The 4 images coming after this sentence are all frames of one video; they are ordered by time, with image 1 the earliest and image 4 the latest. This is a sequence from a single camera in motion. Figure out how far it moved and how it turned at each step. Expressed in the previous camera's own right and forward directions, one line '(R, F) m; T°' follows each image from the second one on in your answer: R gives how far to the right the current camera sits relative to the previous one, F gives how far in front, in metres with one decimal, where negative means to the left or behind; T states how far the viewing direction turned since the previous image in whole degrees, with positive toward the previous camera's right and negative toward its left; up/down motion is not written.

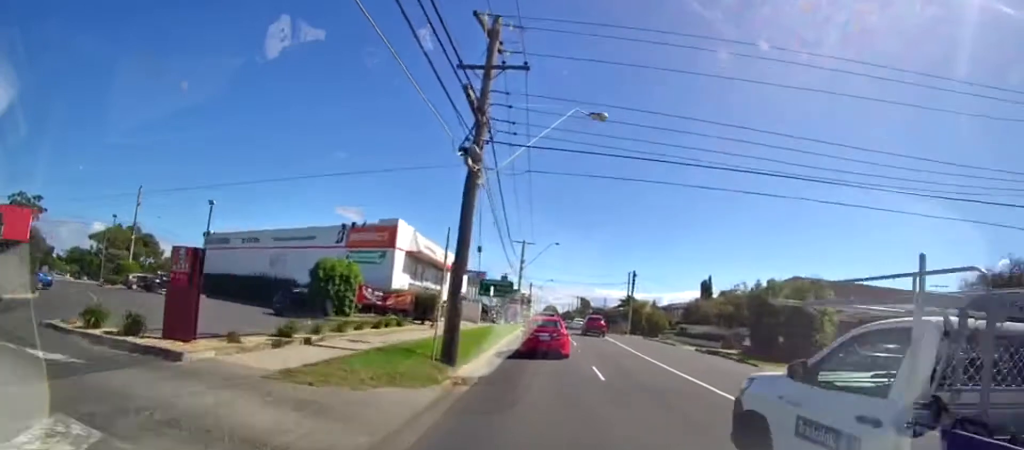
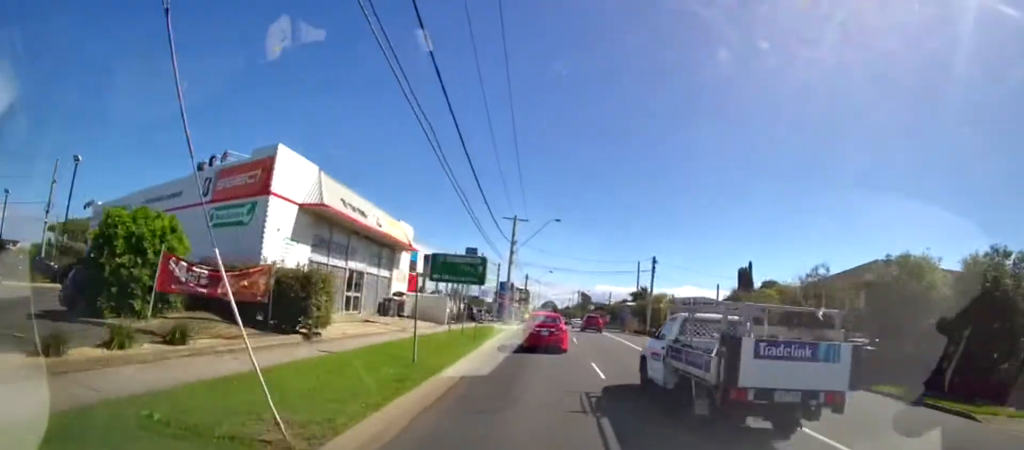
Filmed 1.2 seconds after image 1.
(+0.1, +11.8) m; +1°
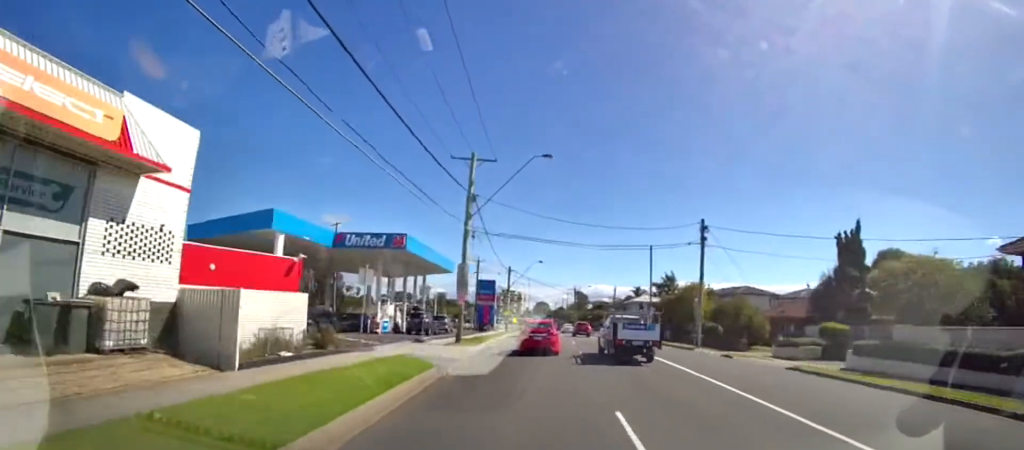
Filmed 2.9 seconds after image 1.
(+0.2, +17.6) m; 0°
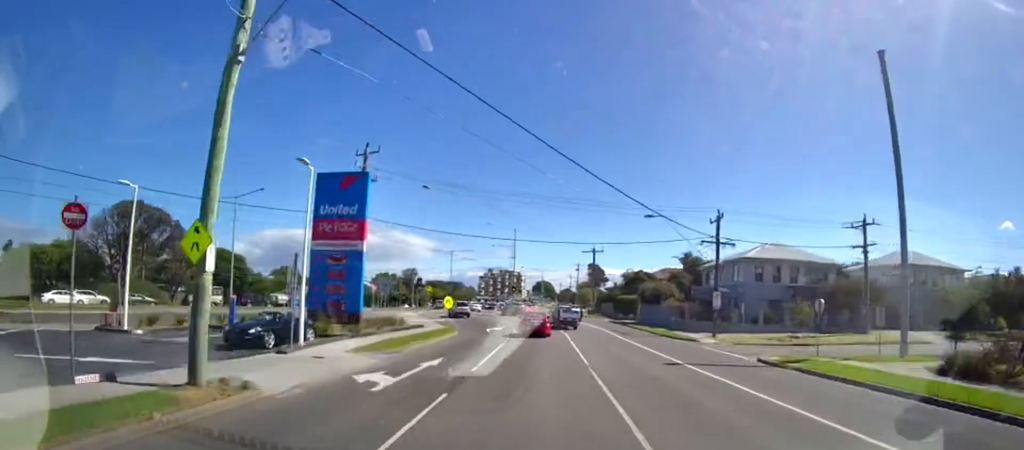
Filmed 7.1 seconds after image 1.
(-0.1, +50.2) m; -1°
